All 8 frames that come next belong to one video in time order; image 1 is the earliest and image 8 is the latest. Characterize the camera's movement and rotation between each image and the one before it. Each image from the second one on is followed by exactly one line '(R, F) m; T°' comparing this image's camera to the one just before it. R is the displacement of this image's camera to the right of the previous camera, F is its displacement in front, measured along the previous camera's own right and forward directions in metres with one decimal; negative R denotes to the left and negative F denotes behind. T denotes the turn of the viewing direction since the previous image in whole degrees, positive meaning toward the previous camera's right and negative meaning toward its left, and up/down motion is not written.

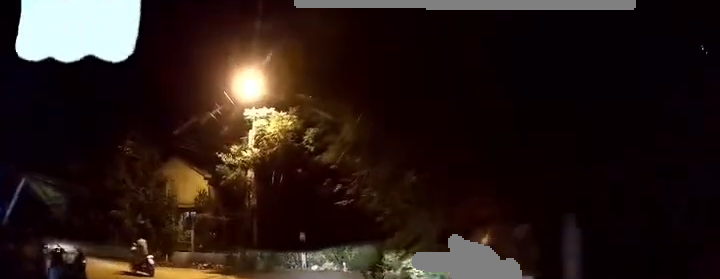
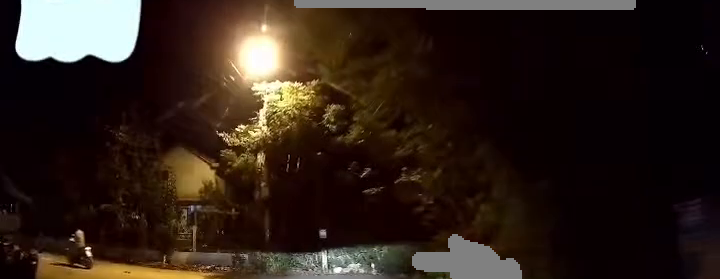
(-0.2, +2.7) m; -10°
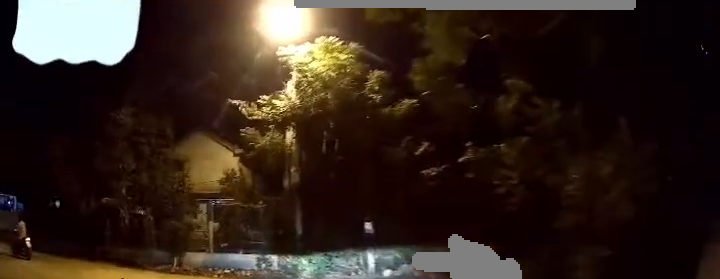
(-0.3, +2.8) m; -14°
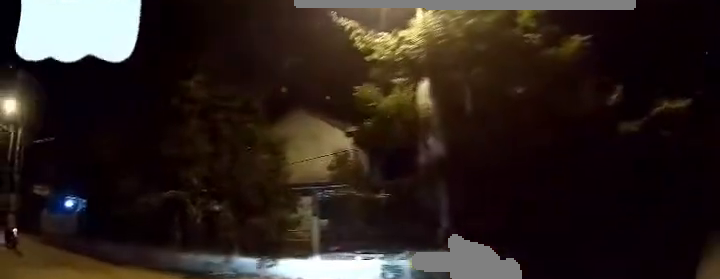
(-0.6, +3.4) m; -20°
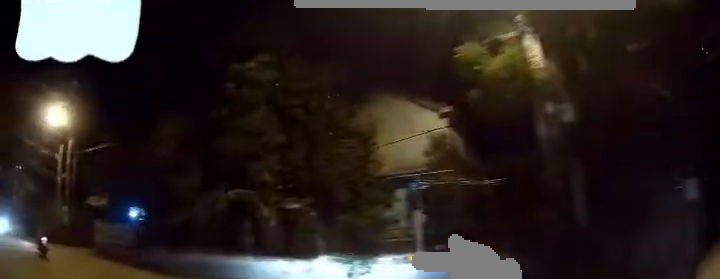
(-0.2, +1.6) m; -8°
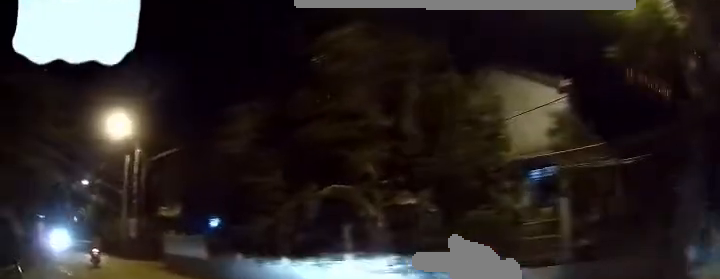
(-0.1, +1.7) m; -8°
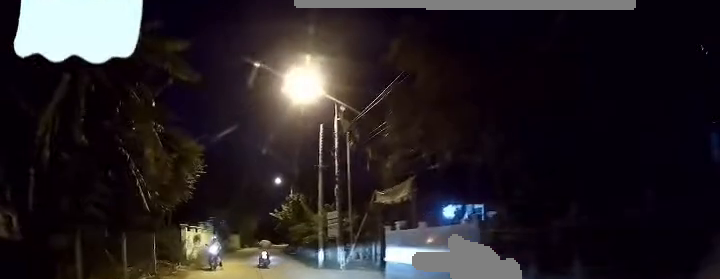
(-1.6, +7.7) m; -19°
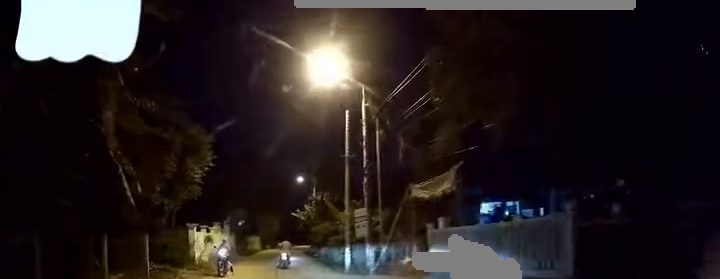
(-0.1, +2.2) m; -3°
